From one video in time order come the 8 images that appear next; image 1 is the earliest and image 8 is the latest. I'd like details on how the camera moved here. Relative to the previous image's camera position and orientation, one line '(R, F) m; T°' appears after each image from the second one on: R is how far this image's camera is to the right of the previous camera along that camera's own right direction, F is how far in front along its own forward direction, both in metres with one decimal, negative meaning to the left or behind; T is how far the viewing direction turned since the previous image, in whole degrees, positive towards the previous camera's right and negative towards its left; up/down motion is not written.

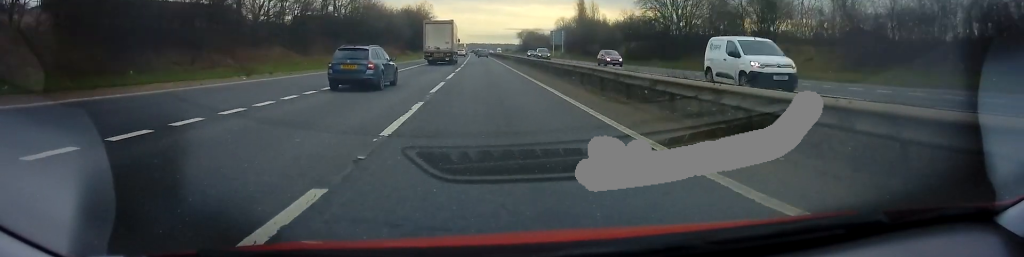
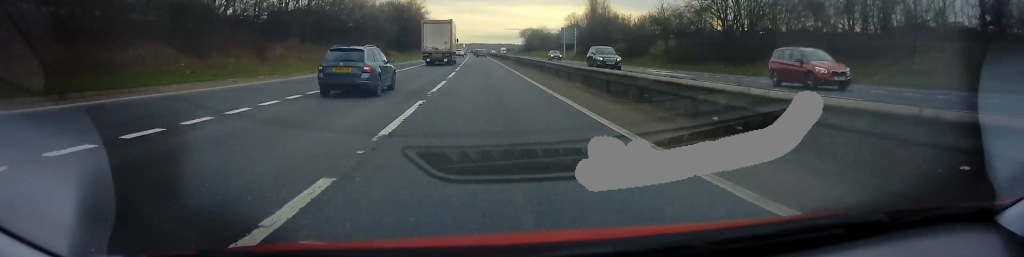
(0.0, +17.1) m; -1°
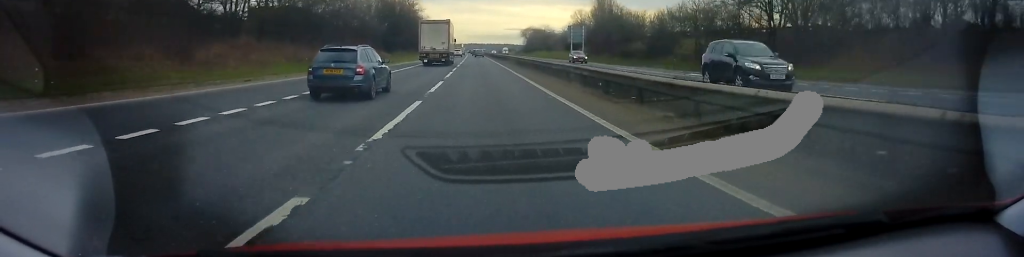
(-0.2, +9.9) m; 0°
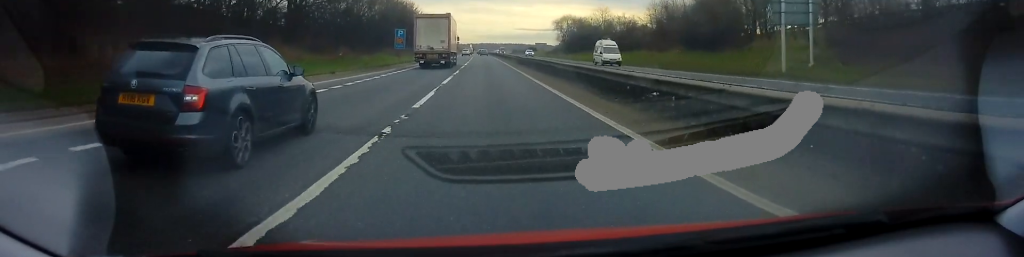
(-0.8, +71.6) m; -1°
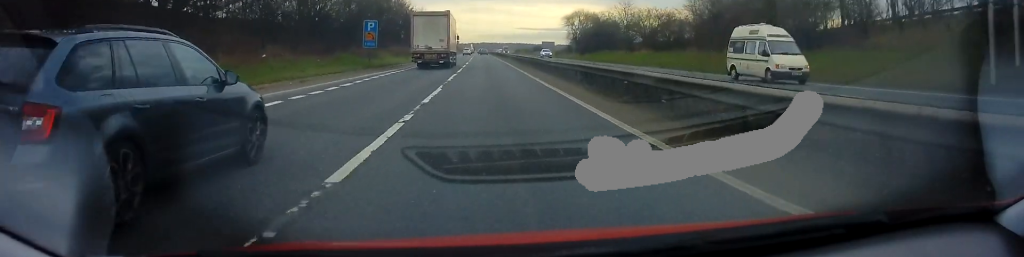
(+0.2, +16.4) m; 0°
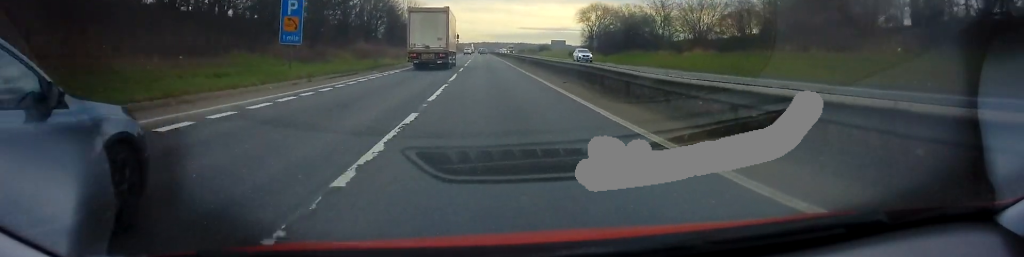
(-0.2, +18.5) m; 0°
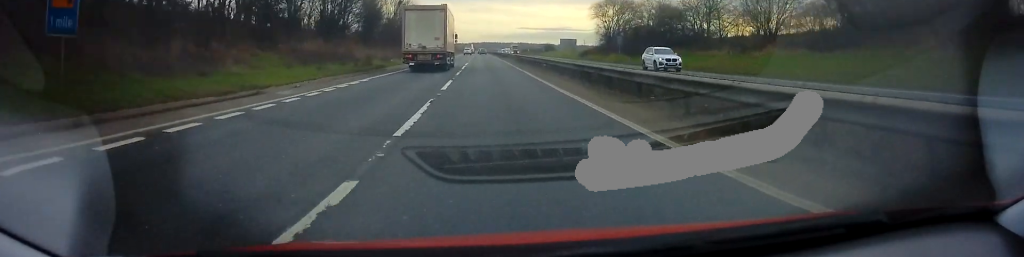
(0.0, +15.1) m; 0°
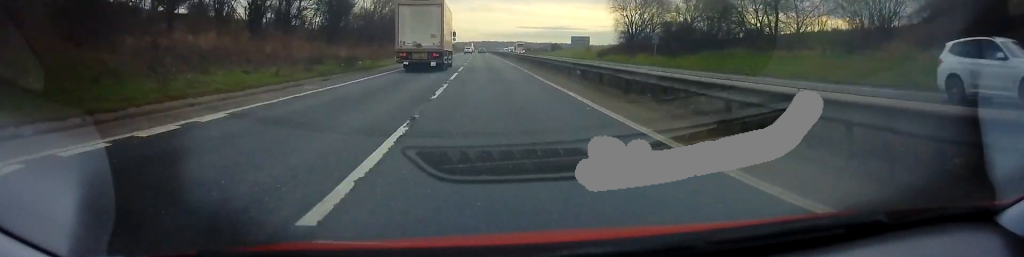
(+0.1, +14.4) m; 0°
